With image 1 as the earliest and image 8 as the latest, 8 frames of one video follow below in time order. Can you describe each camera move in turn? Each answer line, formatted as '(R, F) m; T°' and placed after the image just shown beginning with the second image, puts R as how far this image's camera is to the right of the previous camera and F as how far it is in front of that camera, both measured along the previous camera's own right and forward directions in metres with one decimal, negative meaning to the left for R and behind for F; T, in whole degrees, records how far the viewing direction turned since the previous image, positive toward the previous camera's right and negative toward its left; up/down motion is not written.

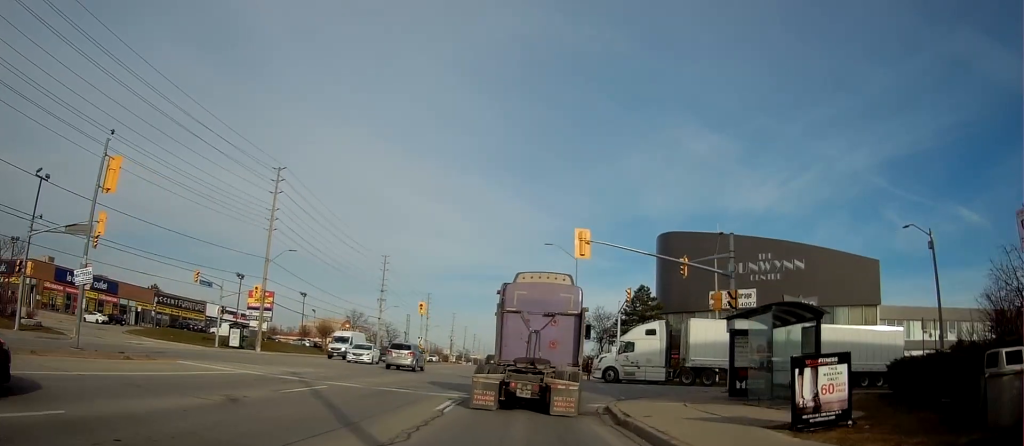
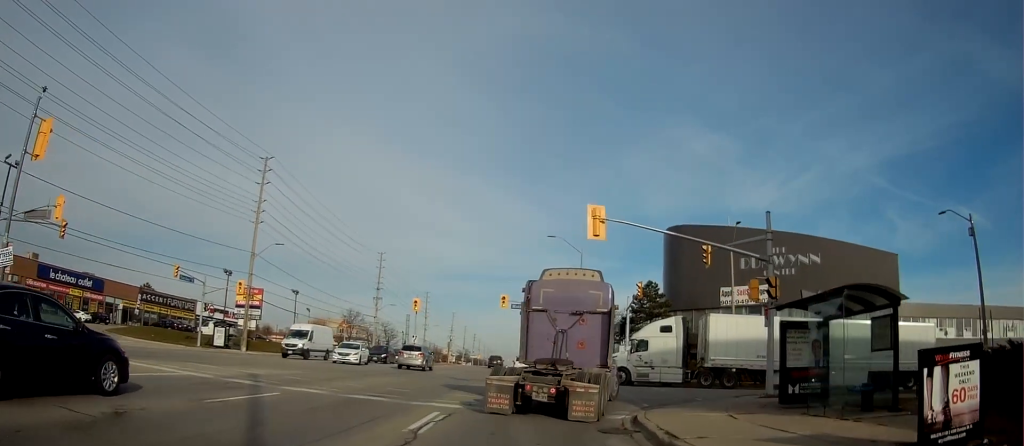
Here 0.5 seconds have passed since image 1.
(0.0, +3.8) m; +1°
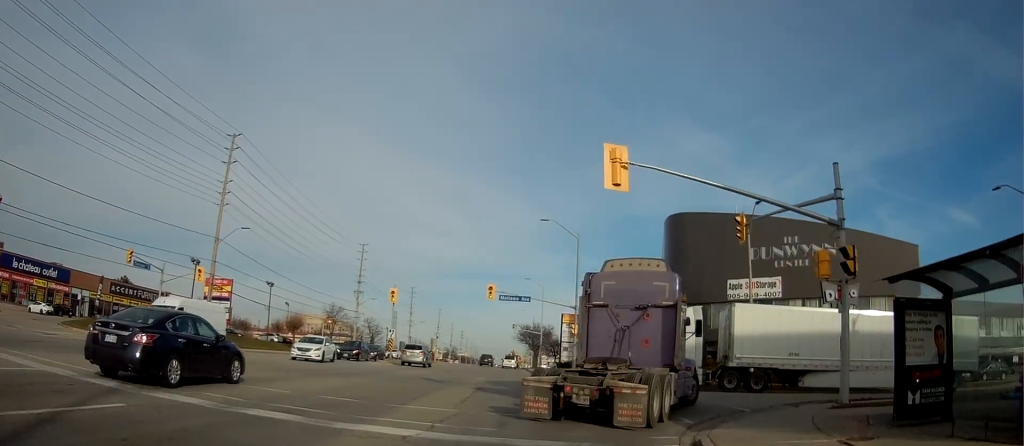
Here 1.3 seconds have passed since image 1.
(+0.1, +5.6) m; +6°
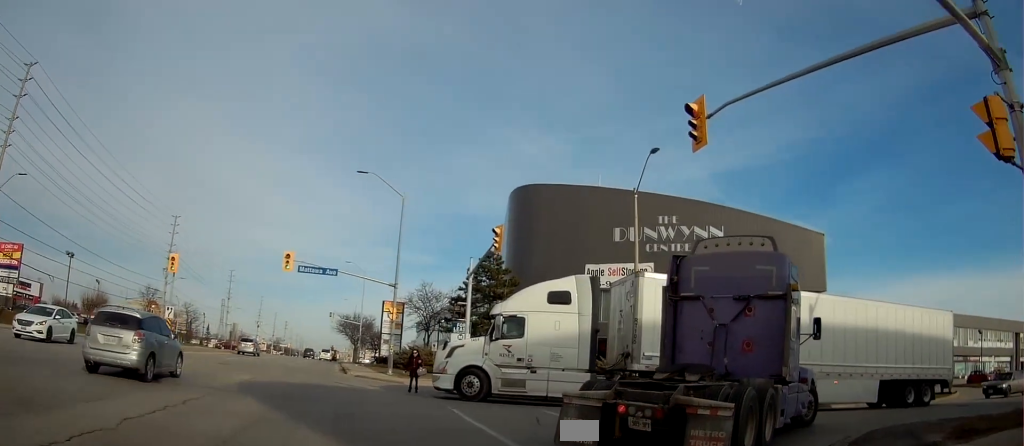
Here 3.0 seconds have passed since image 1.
(+2.0, +10.2) m; +22°
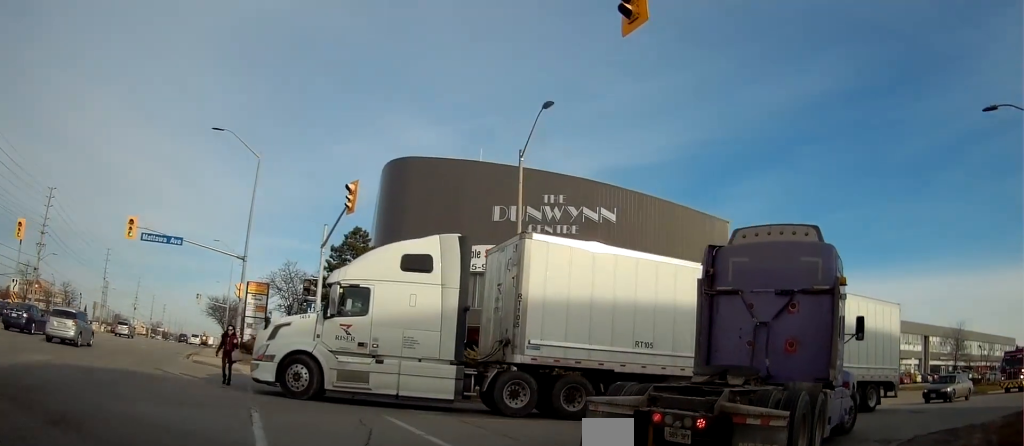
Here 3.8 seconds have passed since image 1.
(+0.4, +4.4) m; +11°
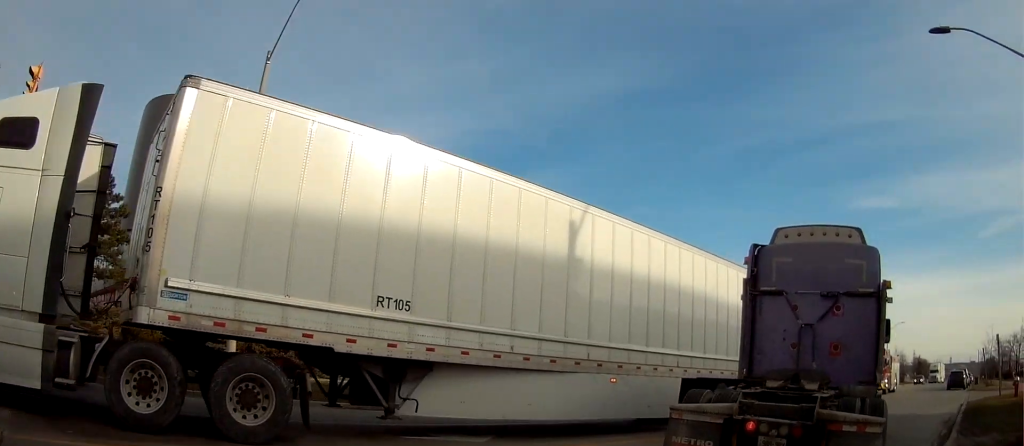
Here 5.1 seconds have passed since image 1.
(+1.1, +6.6) m; +24°
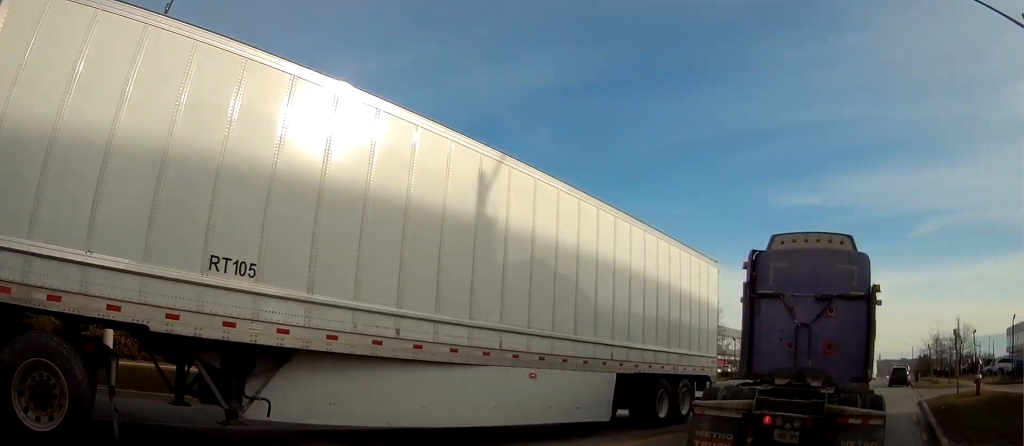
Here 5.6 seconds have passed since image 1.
(+0.3, +2.2) m; +10°
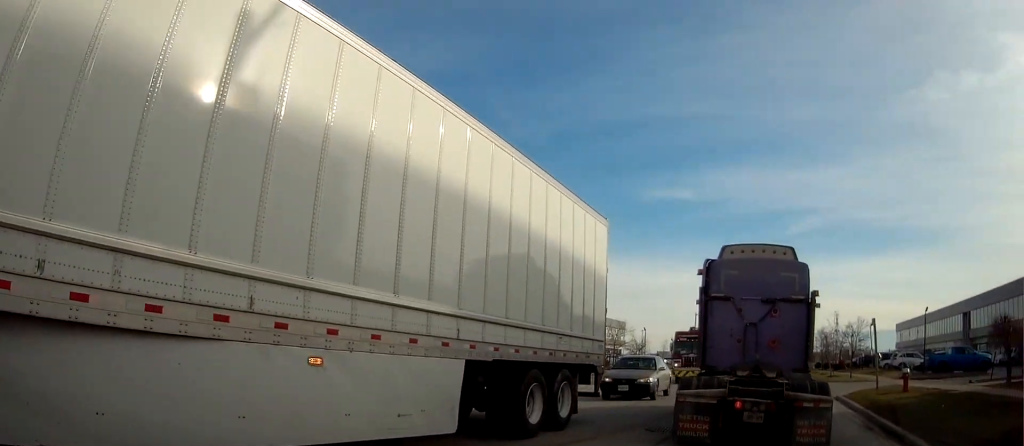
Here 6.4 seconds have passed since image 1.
(+0.5, +3.9) m; +16°
